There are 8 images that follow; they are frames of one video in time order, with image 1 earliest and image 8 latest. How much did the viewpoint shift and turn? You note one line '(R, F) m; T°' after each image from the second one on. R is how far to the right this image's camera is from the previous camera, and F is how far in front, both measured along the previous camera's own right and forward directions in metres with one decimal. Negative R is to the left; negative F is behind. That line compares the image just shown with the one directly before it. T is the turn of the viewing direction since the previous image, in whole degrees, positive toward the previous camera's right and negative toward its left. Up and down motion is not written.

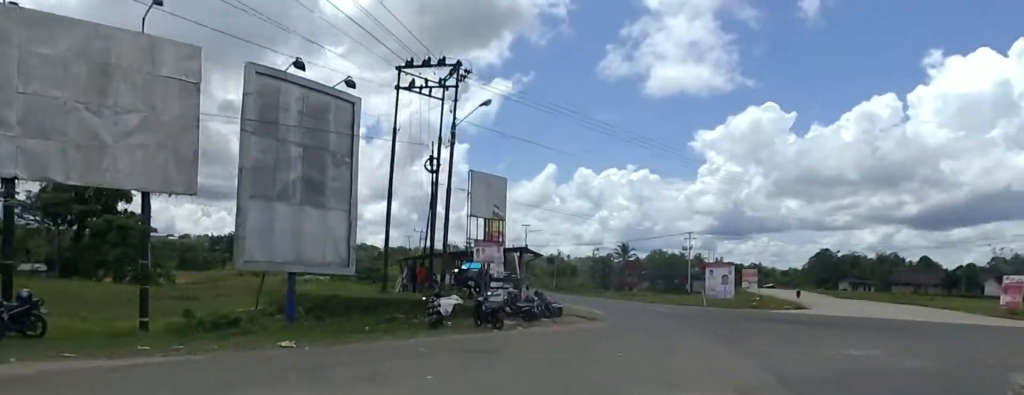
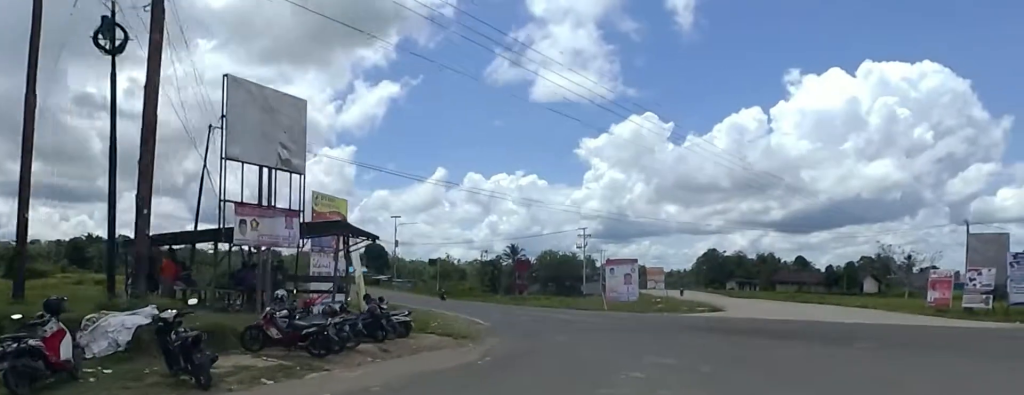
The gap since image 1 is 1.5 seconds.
(+0.5, +11.6) m; +7°
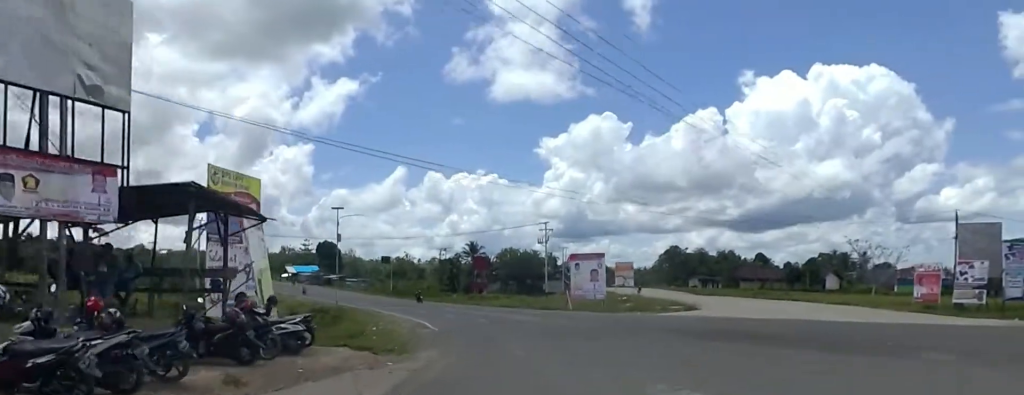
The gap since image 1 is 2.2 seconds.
(+1.0, +4.9) m; 0°
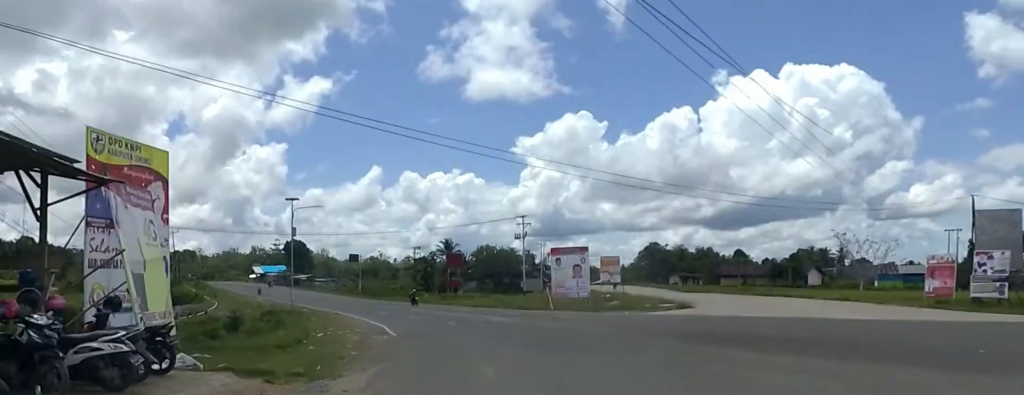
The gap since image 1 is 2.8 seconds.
(-0.6, +4.6) m; -2°
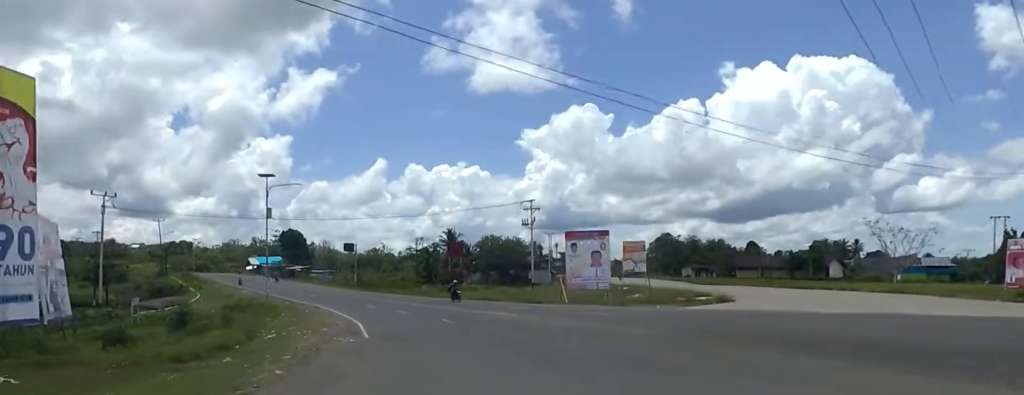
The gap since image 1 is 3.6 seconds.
(-0.3, +6.2) m; -2°
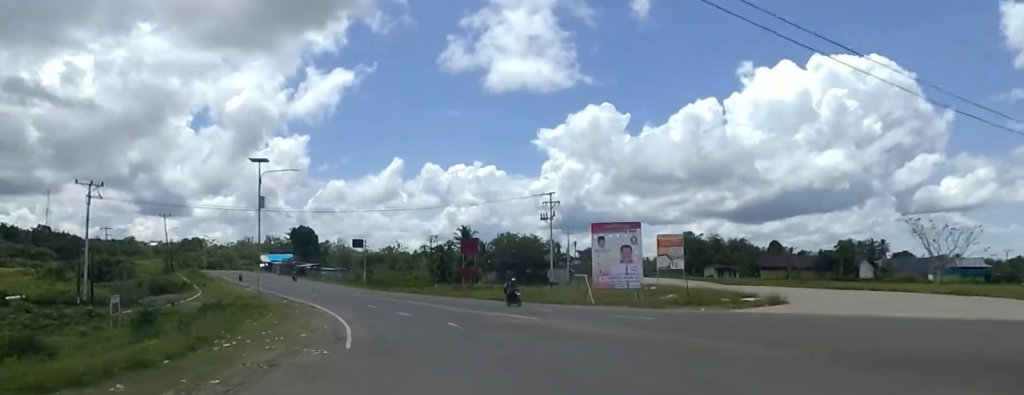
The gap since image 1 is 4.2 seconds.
(+0.6, +4.4) m; -2°
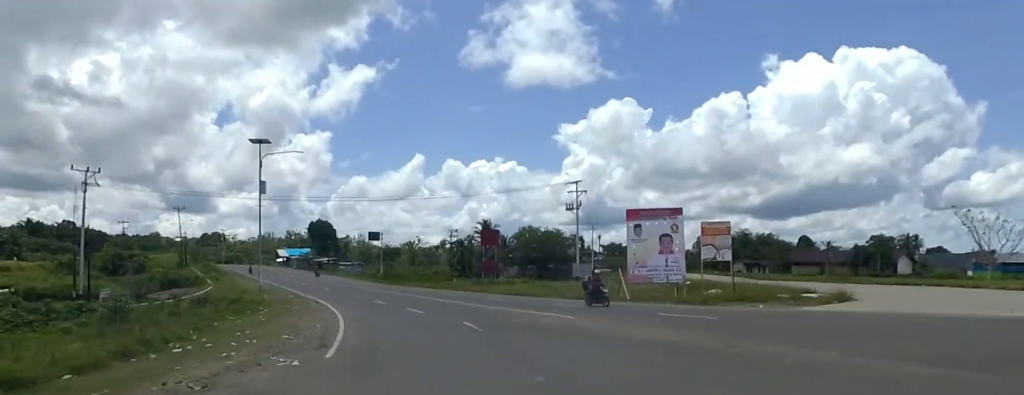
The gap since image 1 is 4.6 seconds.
(-0.3, +3.9) m; -6°
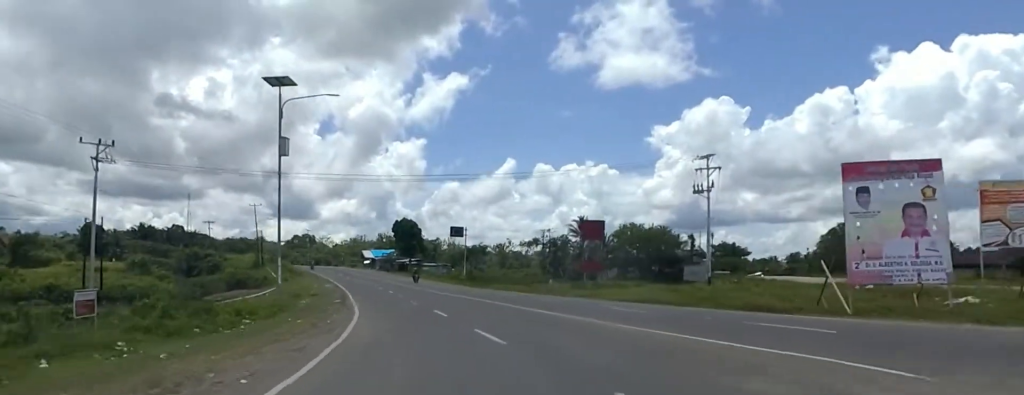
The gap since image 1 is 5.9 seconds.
(-2.6, +12.3) m; -12°
